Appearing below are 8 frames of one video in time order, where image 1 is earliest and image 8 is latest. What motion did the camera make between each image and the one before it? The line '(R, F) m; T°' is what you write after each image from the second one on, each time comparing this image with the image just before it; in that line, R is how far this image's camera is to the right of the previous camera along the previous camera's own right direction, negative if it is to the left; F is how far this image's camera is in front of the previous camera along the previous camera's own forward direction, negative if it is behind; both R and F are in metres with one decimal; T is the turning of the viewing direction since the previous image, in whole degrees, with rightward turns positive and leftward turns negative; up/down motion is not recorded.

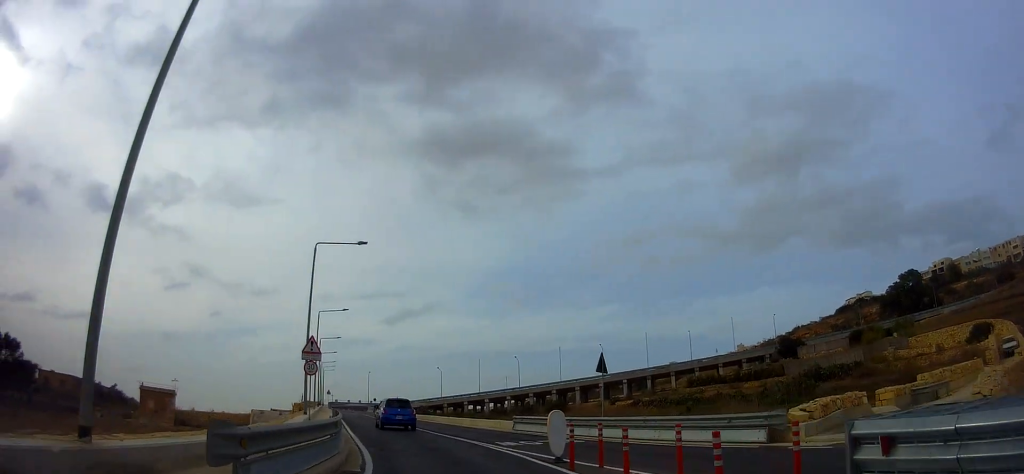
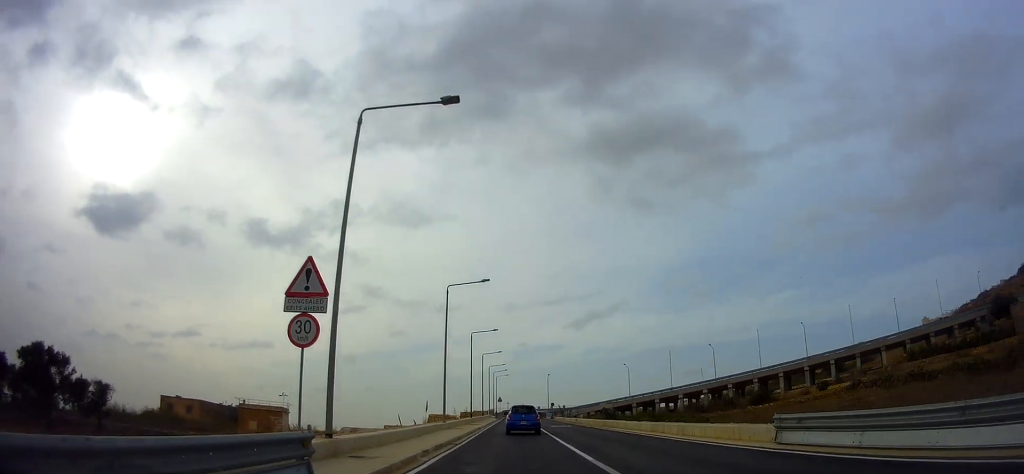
(-1.6, +12.9) m; -17°
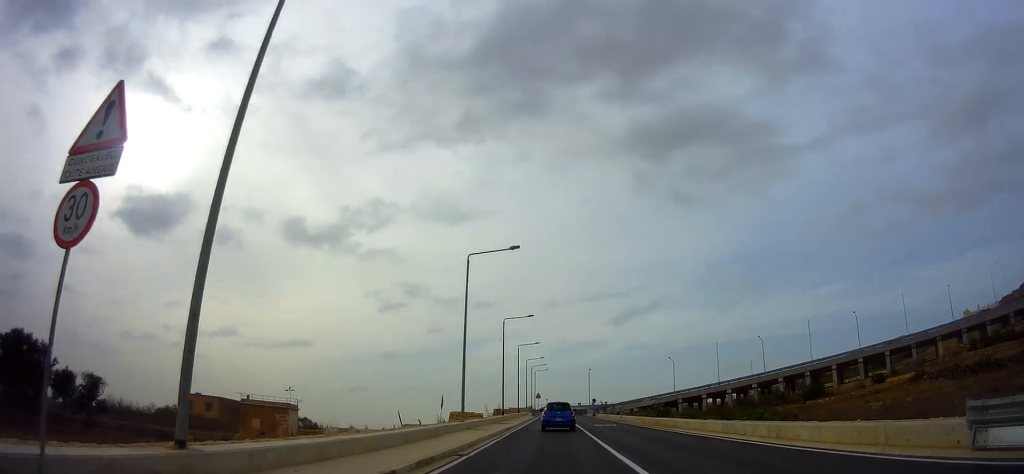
(-0.6, +5.8) m; -8°
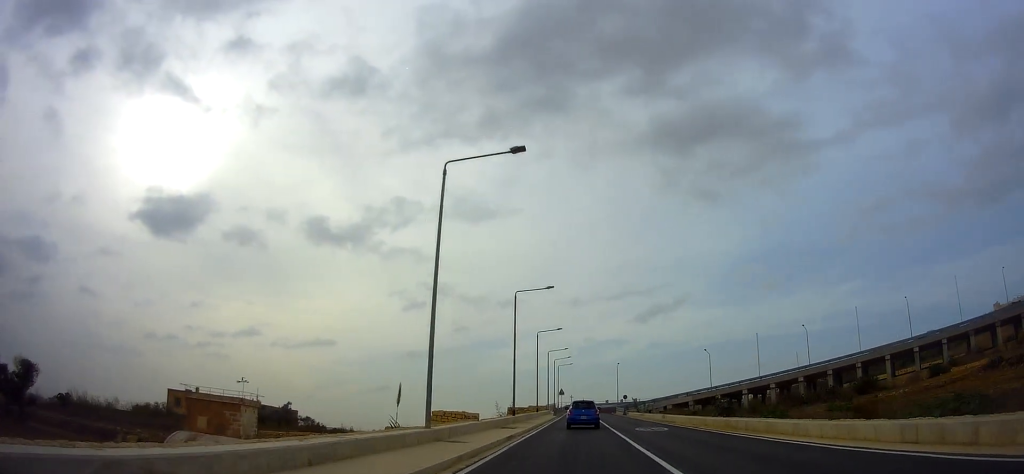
(-0.9, +9.9) m; -6°
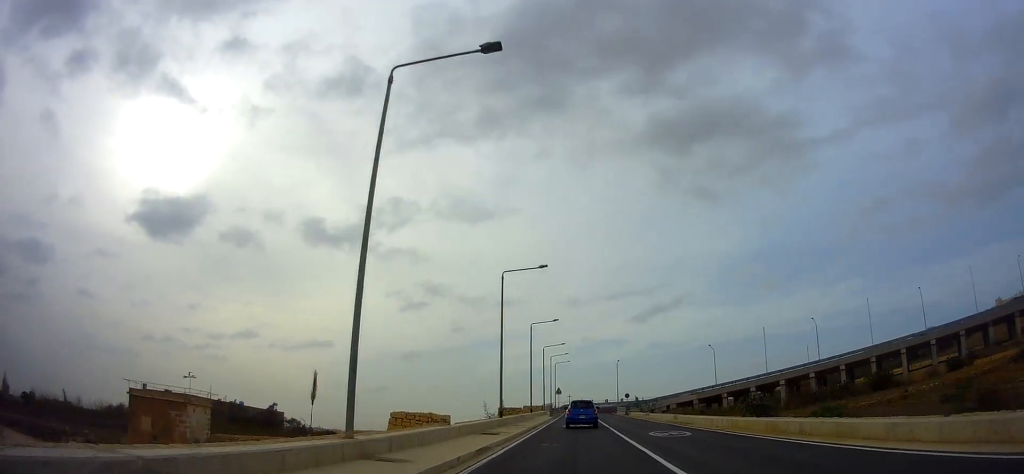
(-0.1, +5.1) m; -2°
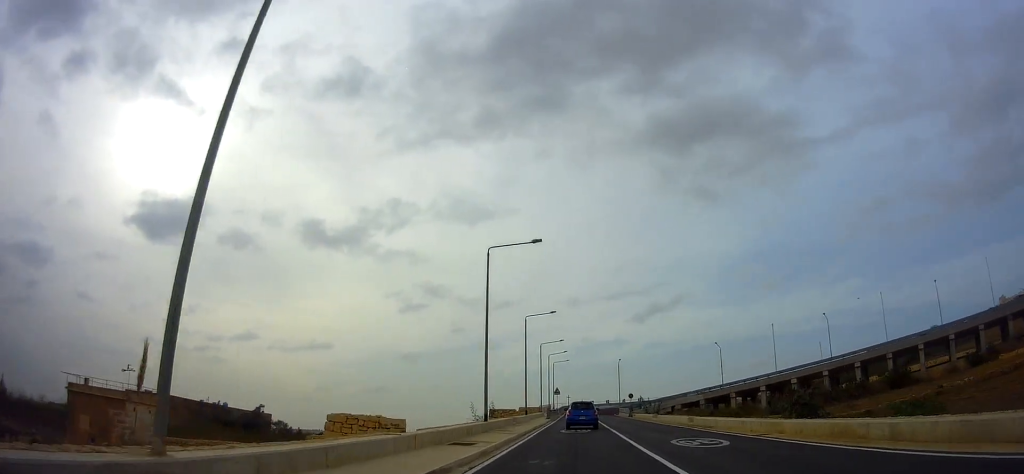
(+0.1, +4.8) m; -2°
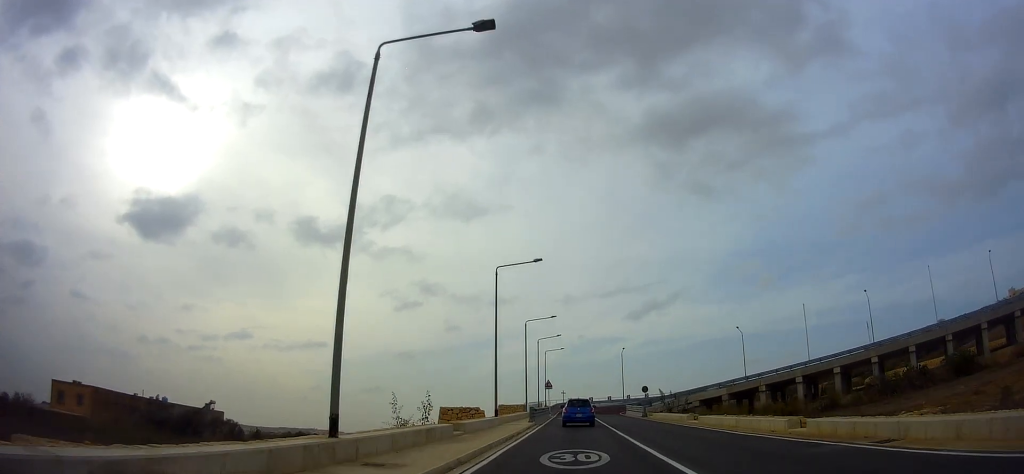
(-1.1, +14.9) m; -2°
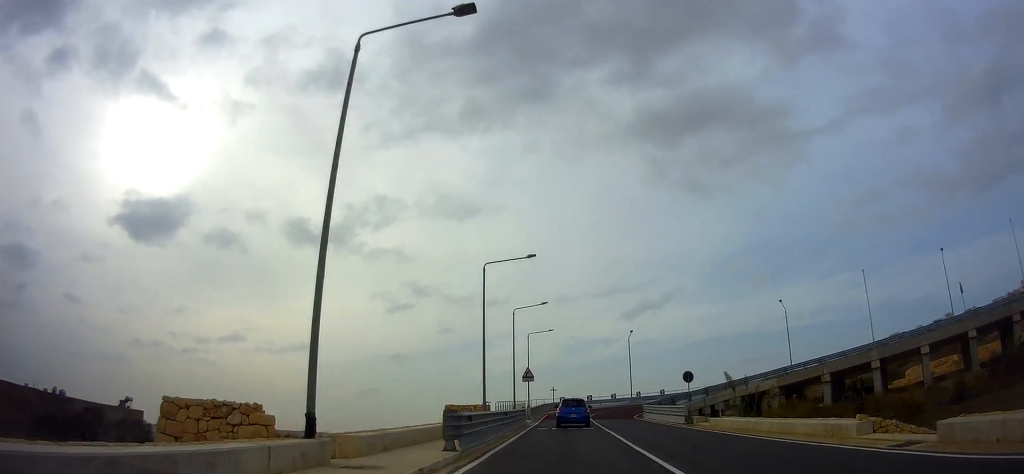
(+1.4, +20.1) m; +4°
